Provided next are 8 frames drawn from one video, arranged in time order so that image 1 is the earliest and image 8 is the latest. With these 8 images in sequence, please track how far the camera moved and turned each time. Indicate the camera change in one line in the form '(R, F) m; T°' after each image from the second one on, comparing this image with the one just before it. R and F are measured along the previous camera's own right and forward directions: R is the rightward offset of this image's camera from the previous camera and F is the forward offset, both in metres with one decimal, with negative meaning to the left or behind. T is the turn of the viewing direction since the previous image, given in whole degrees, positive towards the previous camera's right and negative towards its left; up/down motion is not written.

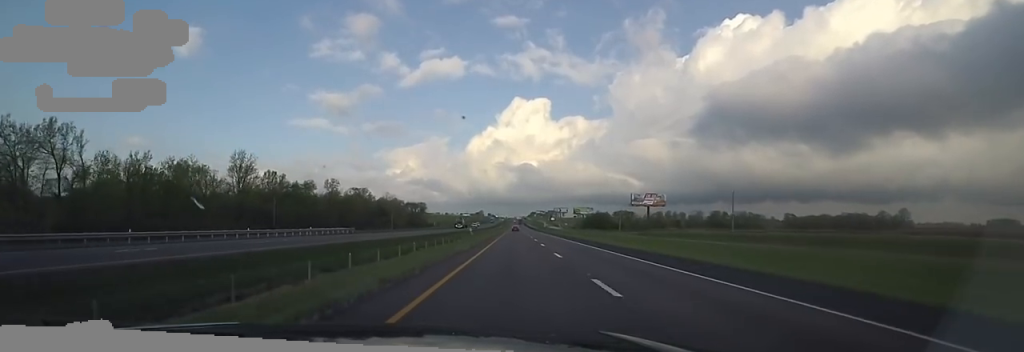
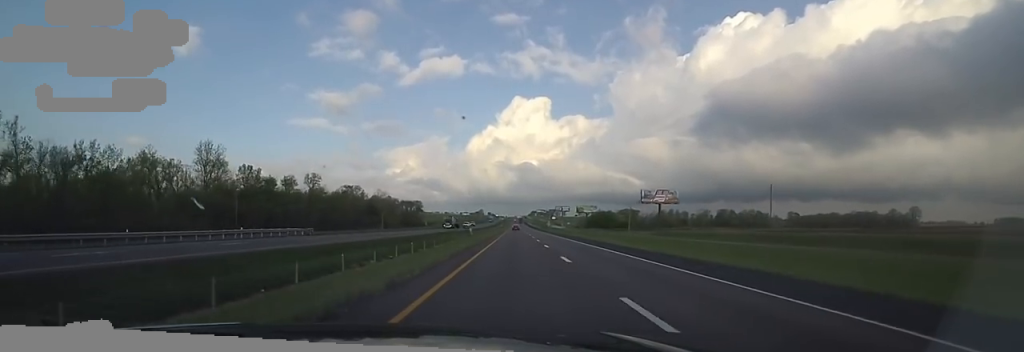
(+0.7, +15.6) m; 0°
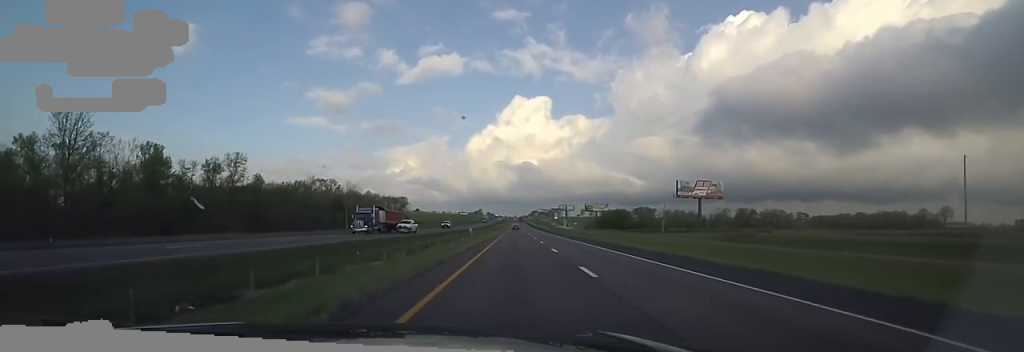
(-0.6, +41.7) m; -2°
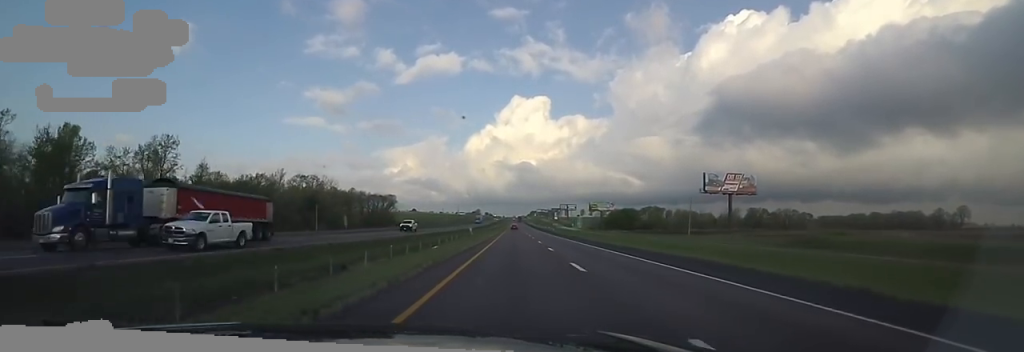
(-0.2, +22.5) m; -1°
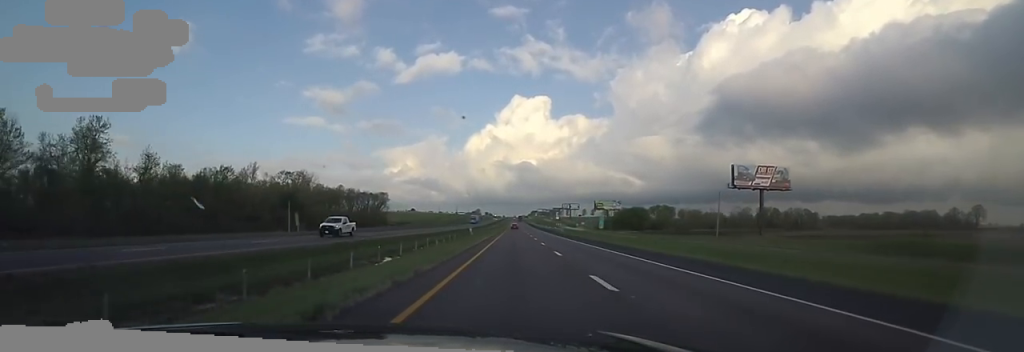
(0.0, +16.5) m; 0°
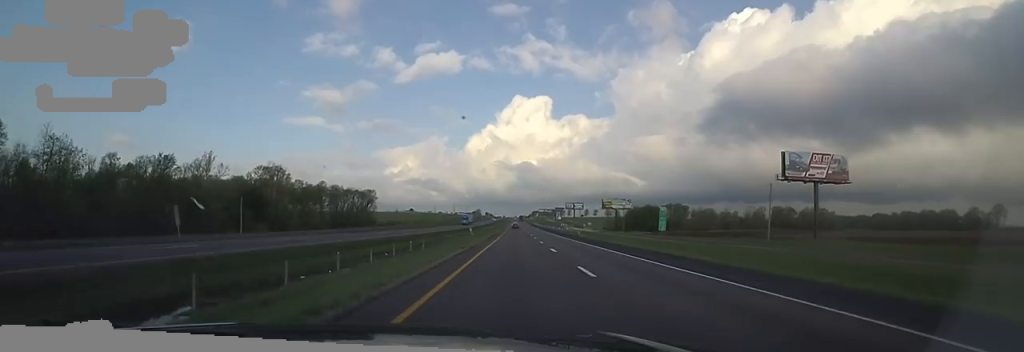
(0.0, +21.4) m; 0°
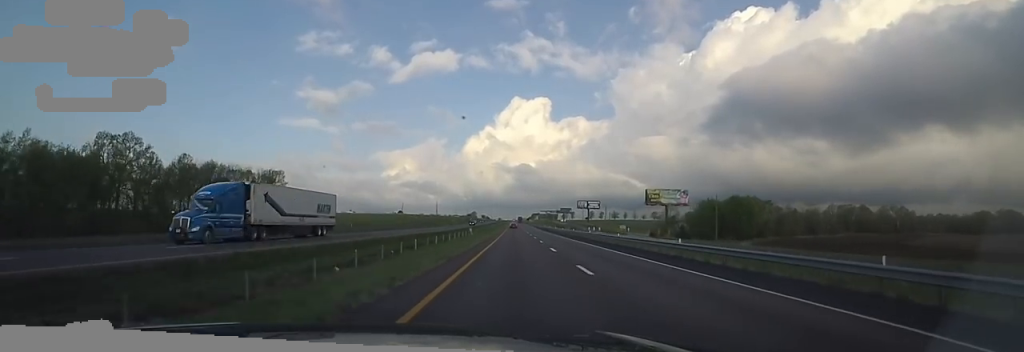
(+2.6, +84.6) m; +2°
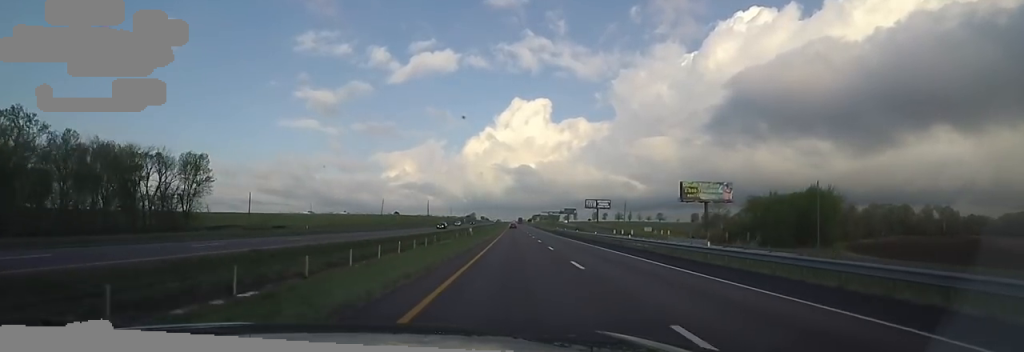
(-1.0, +34.5) m; -2°
